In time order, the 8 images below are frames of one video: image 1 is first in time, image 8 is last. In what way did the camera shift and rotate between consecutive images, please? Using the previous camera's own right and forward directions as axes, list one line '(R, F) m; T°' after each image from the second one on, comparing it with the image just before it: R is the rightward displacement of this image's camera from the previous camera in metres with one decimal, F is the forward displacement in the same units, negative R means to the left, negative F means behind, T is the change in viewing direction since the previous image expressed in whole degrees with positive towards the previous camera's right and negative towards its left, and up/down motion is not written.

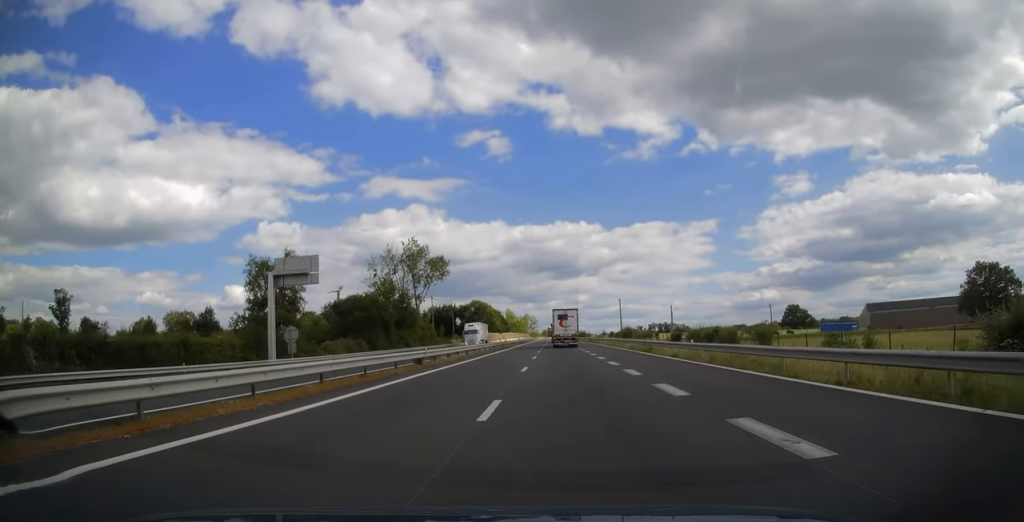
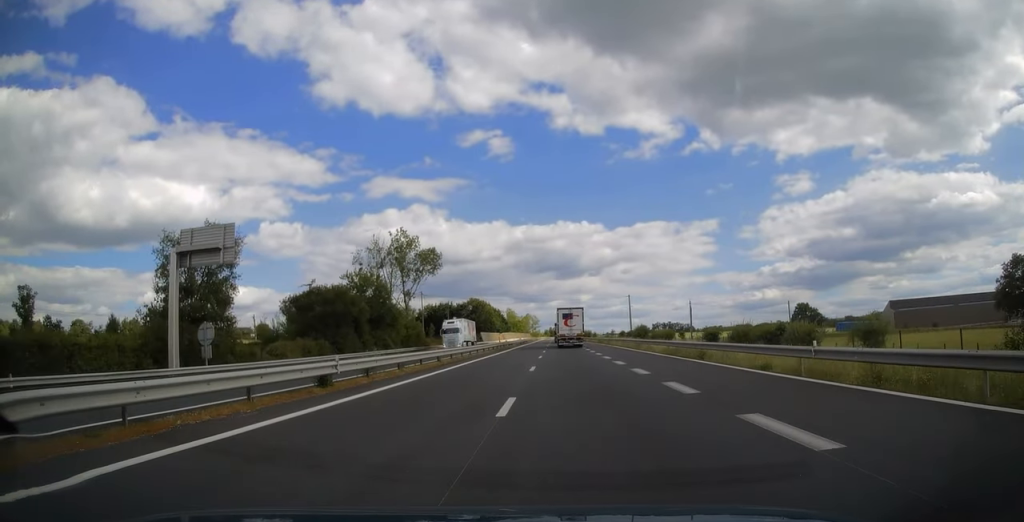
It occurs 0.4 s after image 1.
(+0.1, +12.7) m; 0°
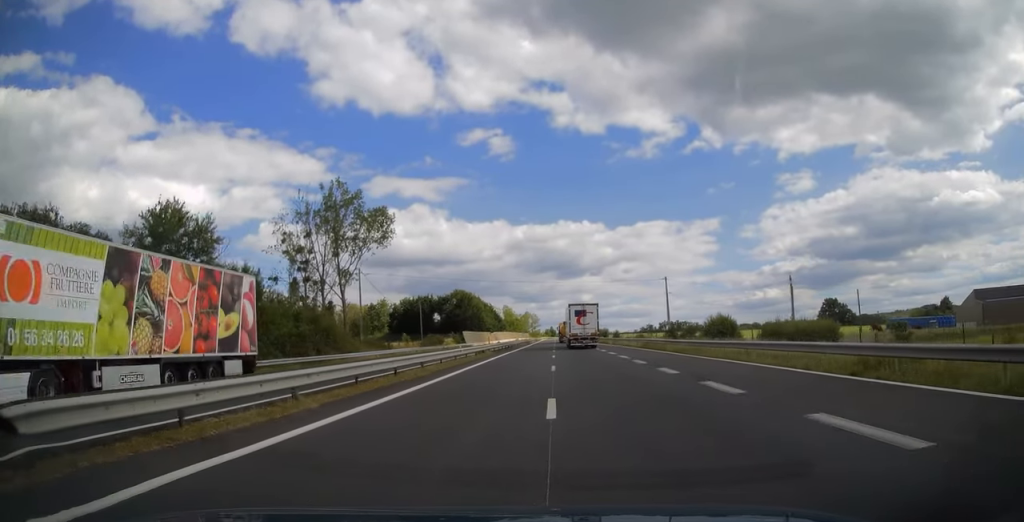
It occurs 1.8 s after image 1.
(-0.4, +39.4) m; -1°
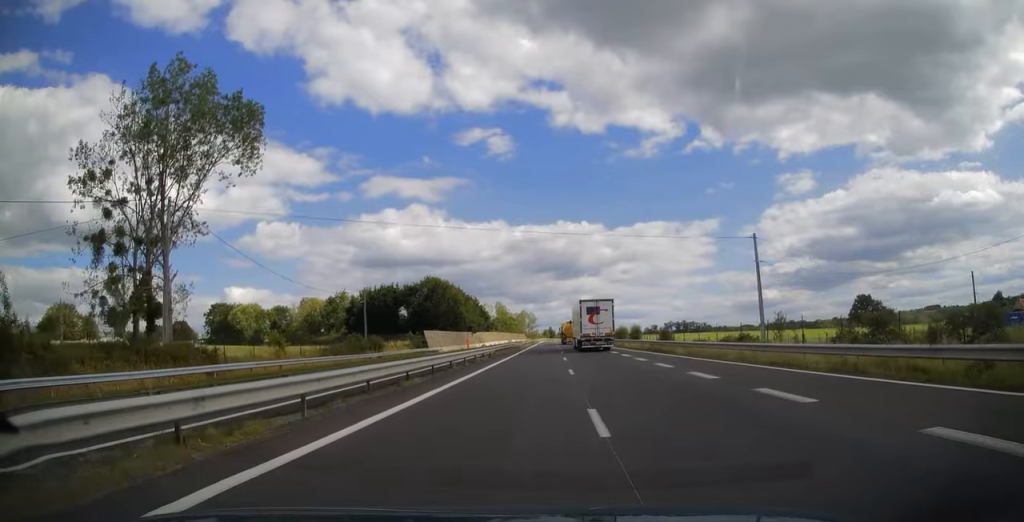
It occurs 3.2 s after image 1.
(+0.3, +40.9) m; +1°
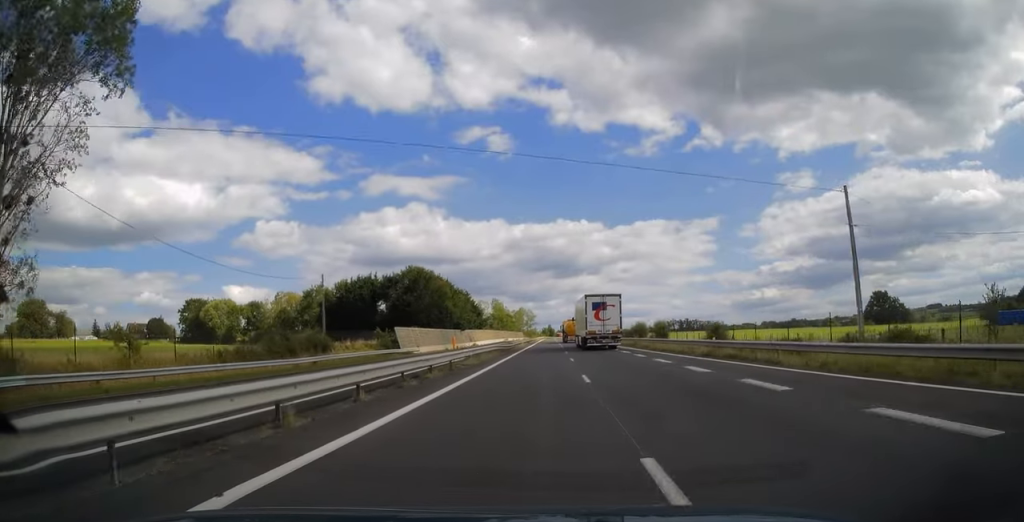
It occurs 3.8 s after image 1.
(+0.1, +17.5) m; 0°
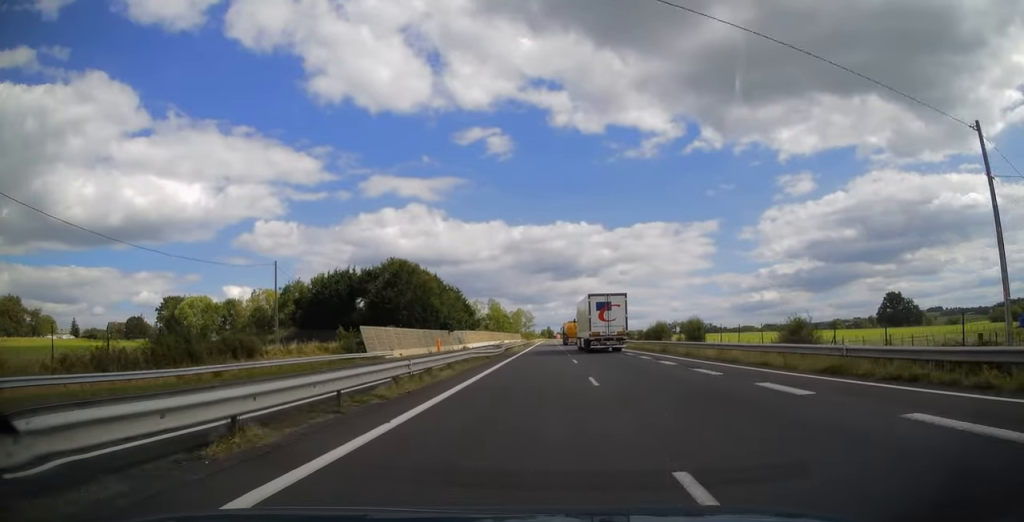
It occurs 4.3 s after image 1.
(0.0, +13.7) m; 0°
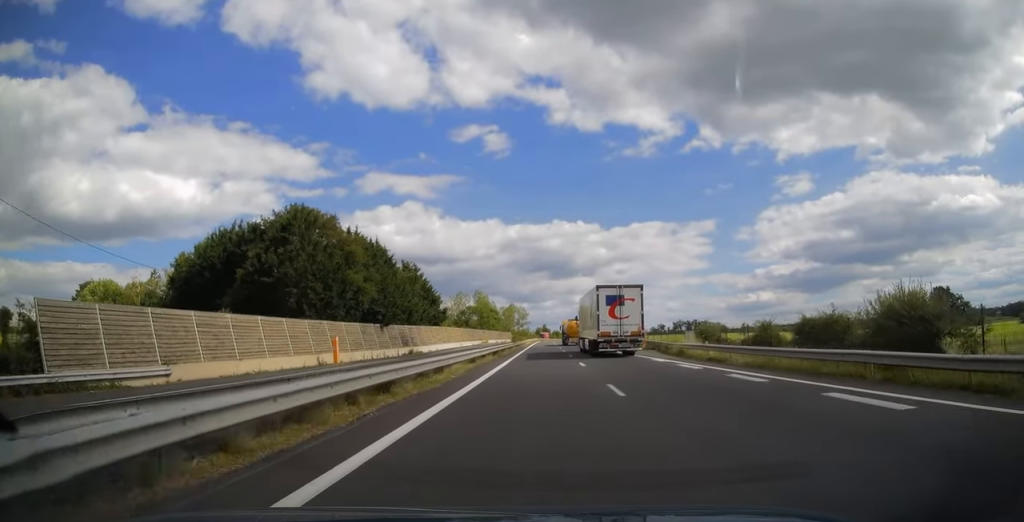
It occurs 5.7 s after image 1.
(+0.1, +41.9) m; +1°
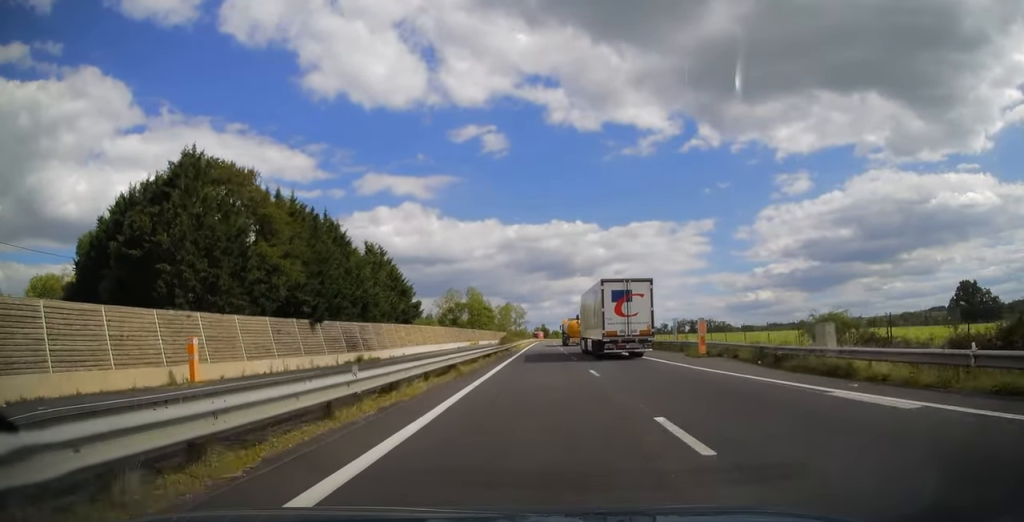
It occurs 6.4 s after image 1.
(+0.1, +19.6) m; 0°
